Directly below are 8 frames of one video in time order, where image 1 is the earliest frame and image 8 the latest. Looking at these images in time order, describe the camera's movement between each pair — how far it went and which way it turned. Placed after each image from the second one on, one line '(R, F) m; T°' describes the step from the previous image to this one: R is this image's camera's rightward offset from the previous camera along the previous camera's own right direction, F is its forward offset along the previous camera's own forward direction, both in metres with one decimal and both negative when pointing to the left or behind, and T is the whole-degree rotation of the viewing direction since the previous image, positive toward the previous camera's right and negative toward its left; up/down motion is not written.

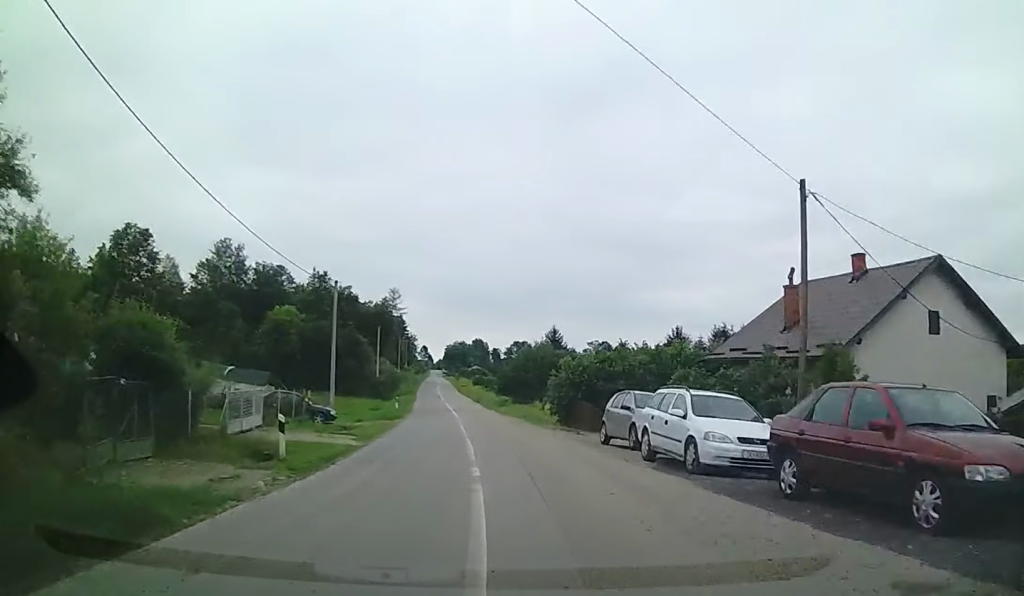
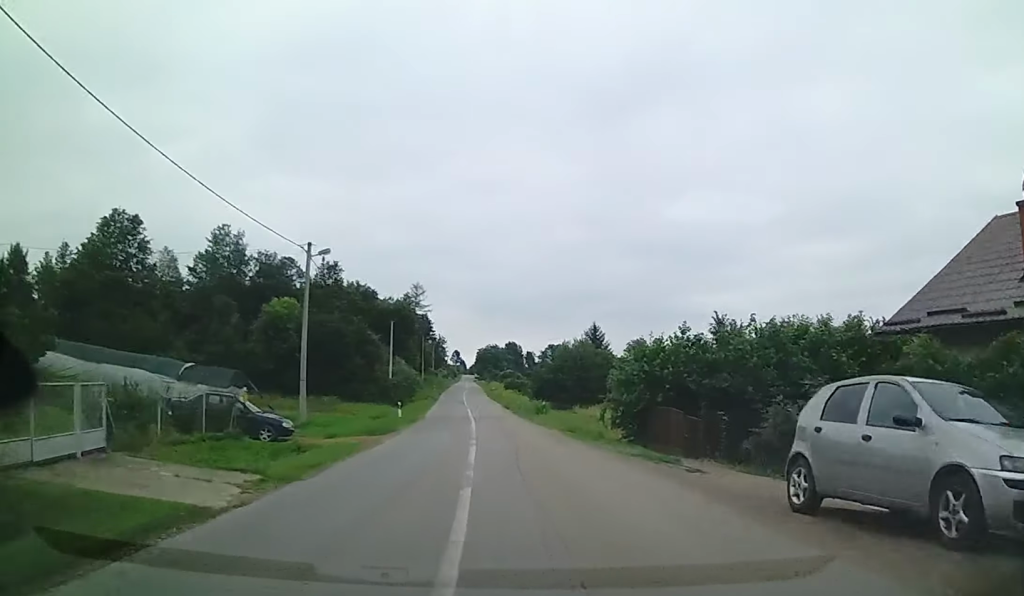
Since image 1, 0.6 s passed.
(-0.3, +11.3) m; -2°
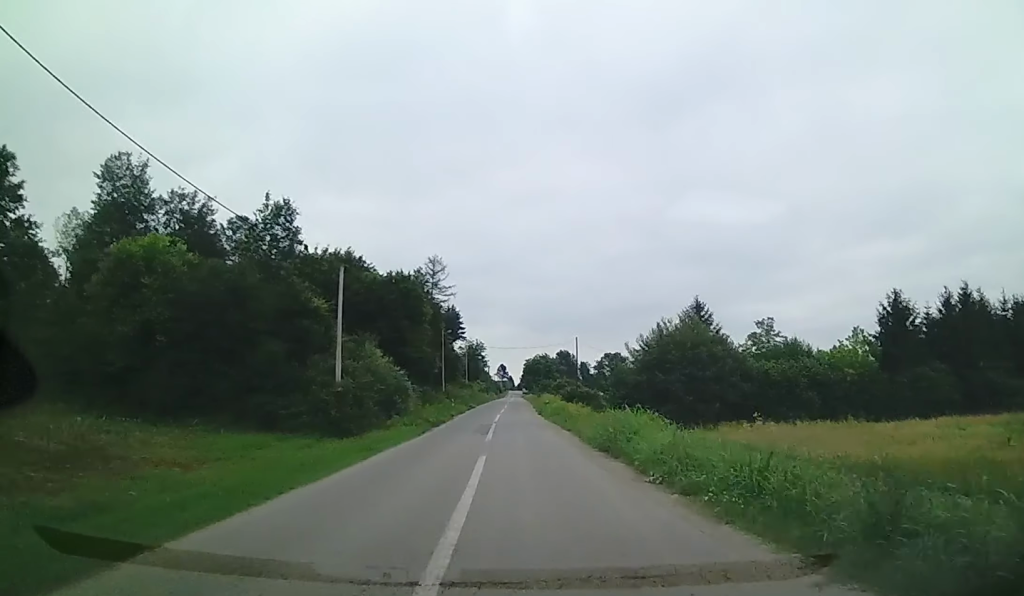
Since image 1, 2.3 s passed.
(-0.7, +34.0) m; -3°
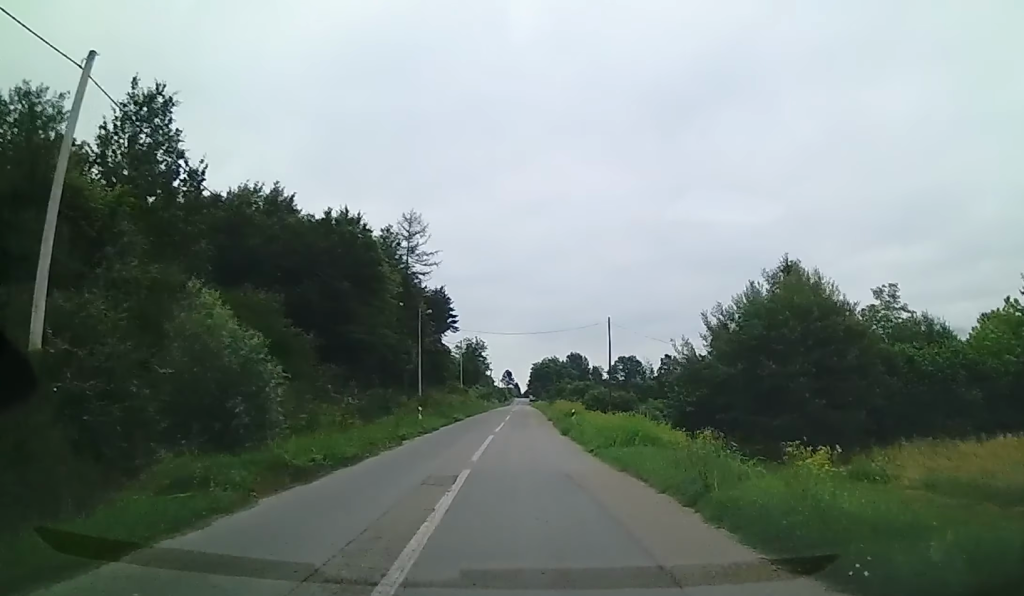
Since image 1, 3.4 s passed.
(-0.1, +21.5) m; -2°
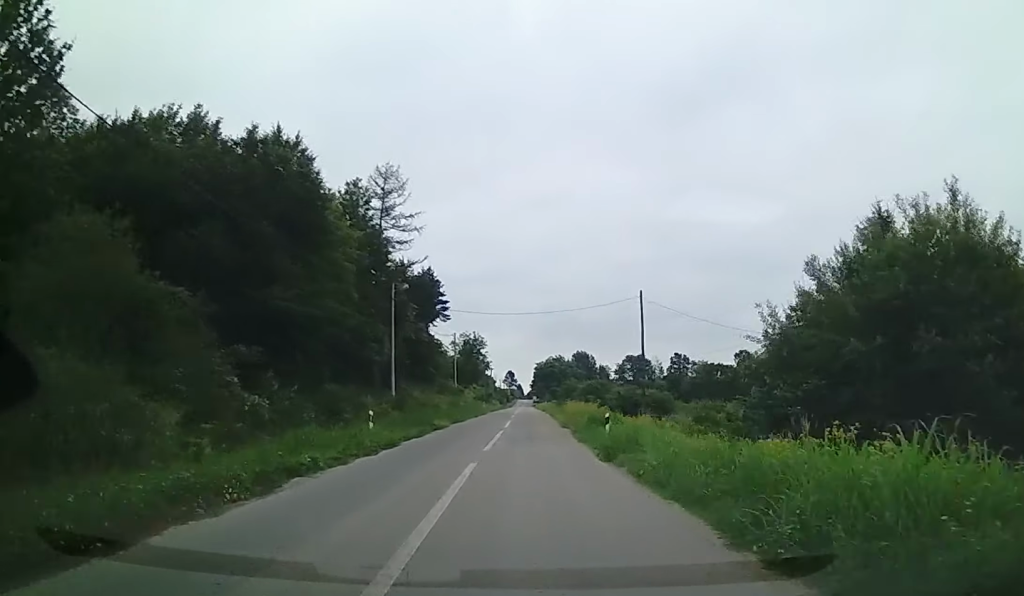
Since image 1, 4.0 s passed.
(-0.3, +12.2) m; 0°
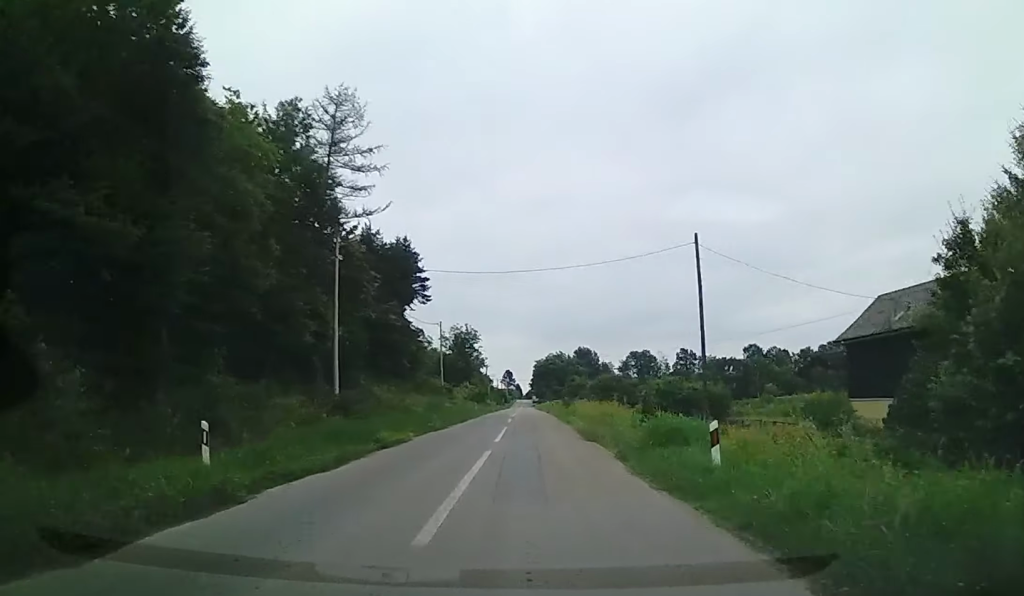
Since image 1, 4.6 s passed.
(0.0, +12.2) m; 0°
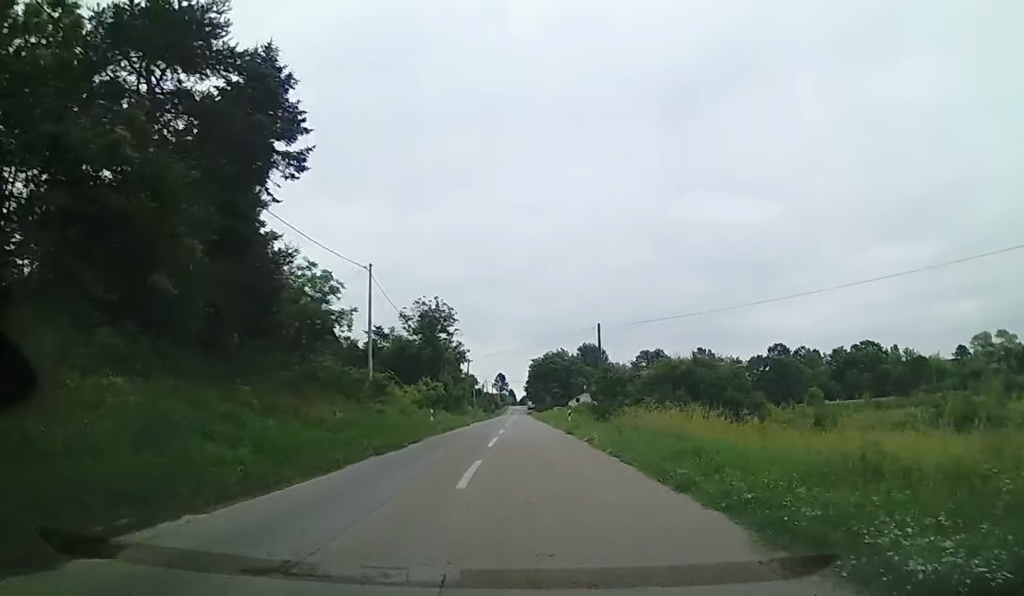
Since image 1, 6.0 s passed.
(+0.6, +29.5) m; +1°
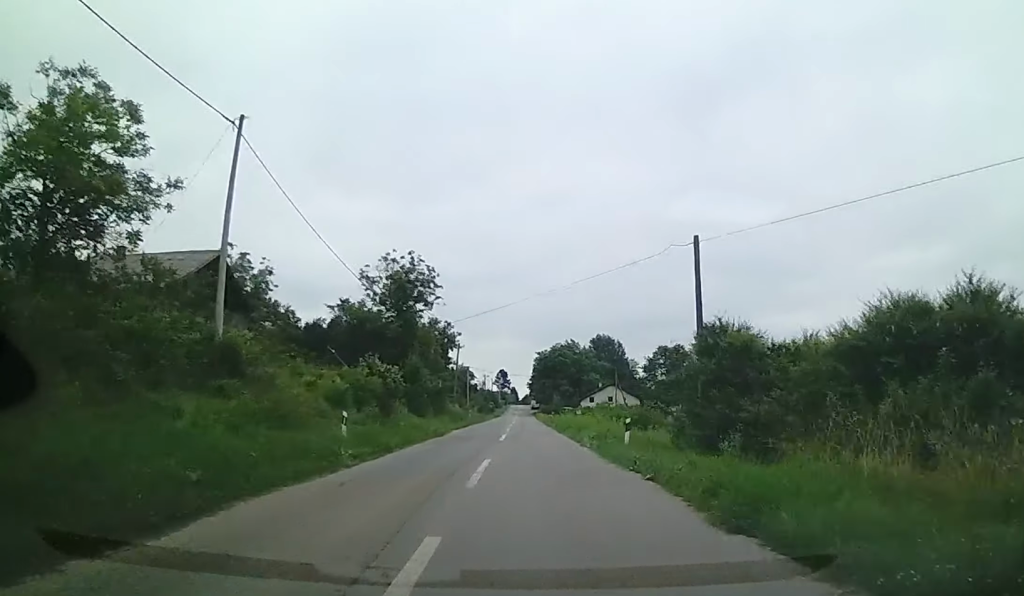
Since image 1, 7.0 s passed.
(0.0, +19.6) m; 0°
